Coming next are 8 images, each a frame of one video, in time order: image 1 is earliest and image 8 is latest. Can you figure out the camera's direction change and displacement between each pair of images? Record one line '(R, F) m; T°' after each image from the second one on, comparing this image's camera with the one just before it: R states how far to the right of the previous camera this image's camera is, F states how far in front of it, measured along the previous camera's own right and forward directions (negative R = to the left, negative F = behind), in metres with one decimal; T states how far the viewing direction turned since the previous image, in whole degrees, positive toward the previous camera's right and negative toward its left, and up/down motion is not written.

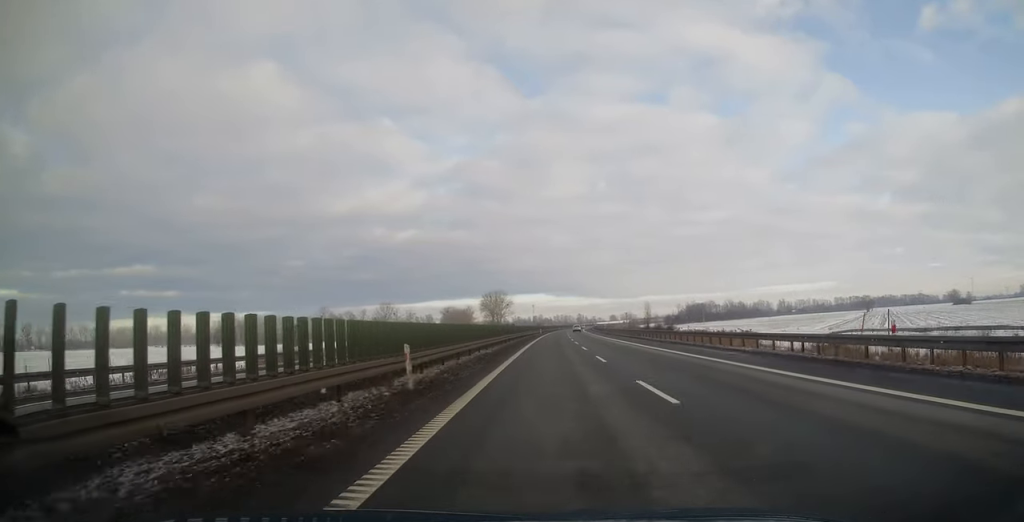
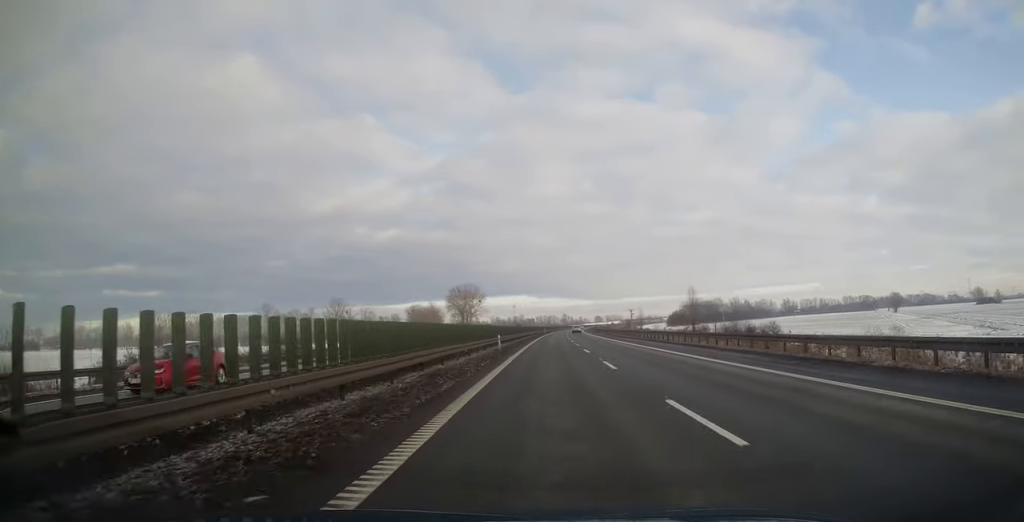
(+1.4, +75.8) m; +2°
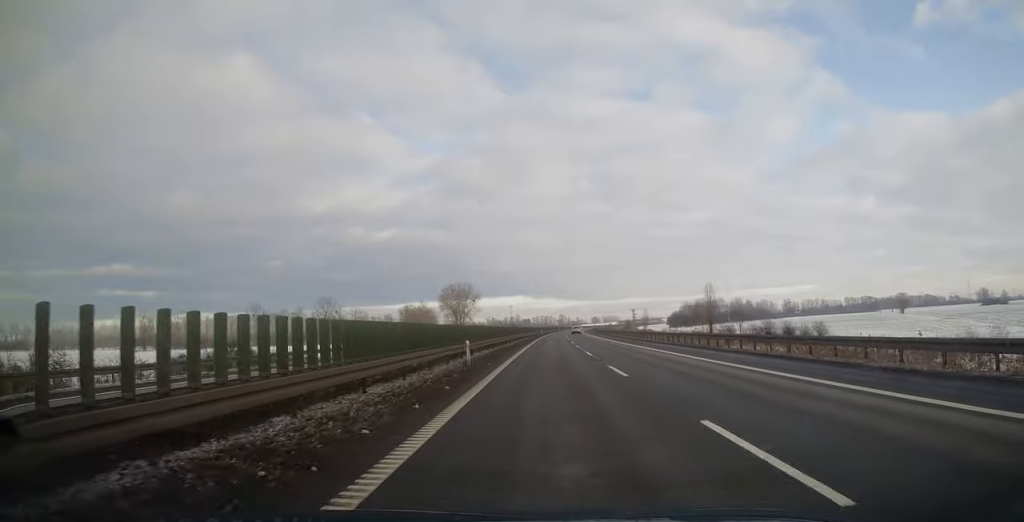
(0.0, +14.5) m; 0°
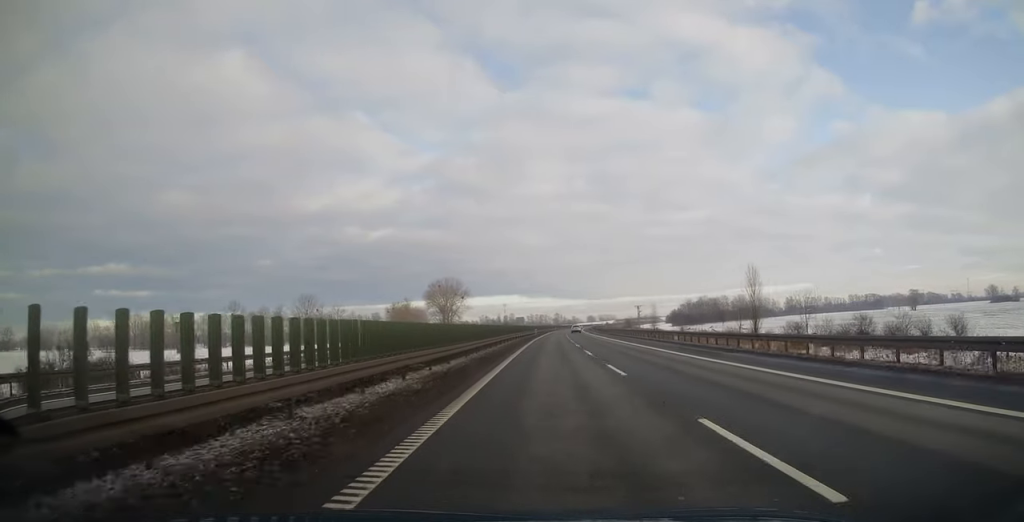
(0.0, +24.2) m; 0°
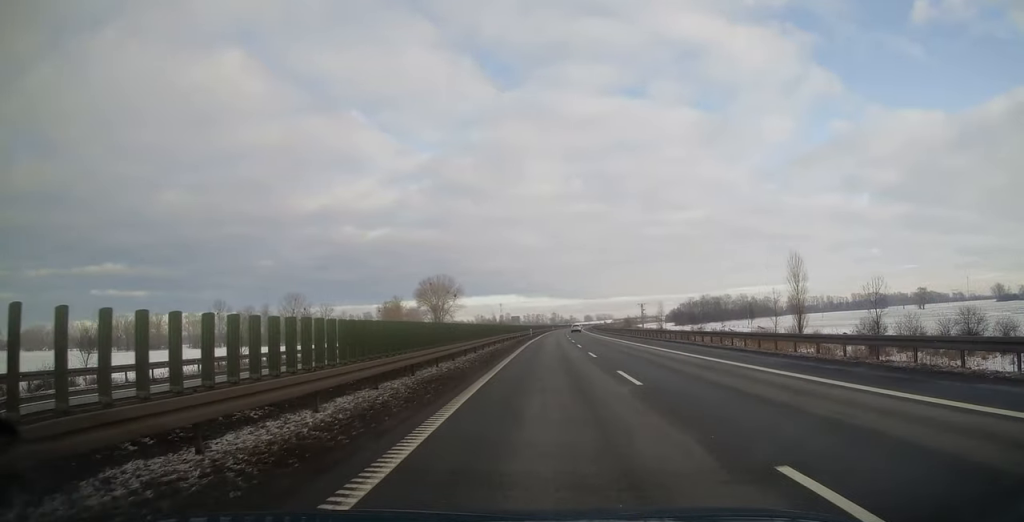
(0.0, +15.2) m; 0°
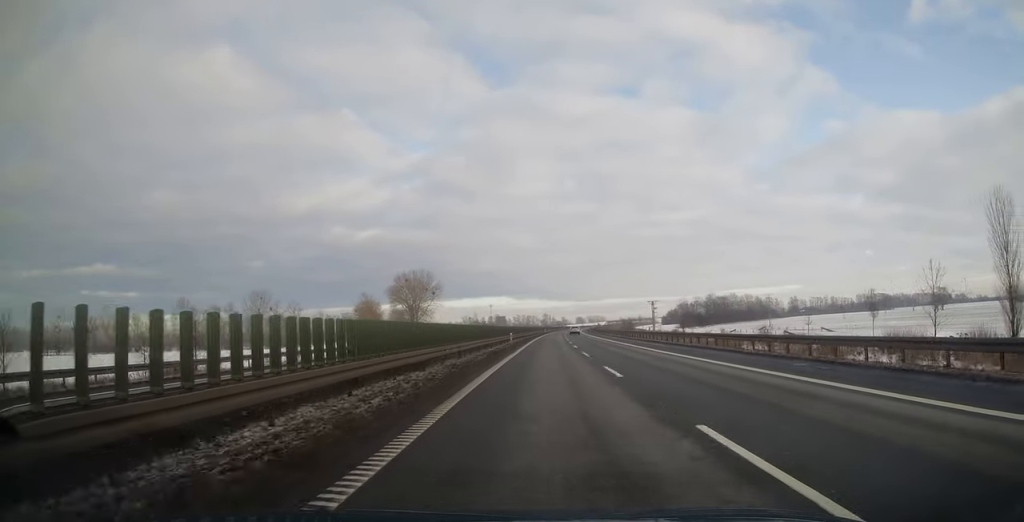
(+0.3, +34.3) m; +1°
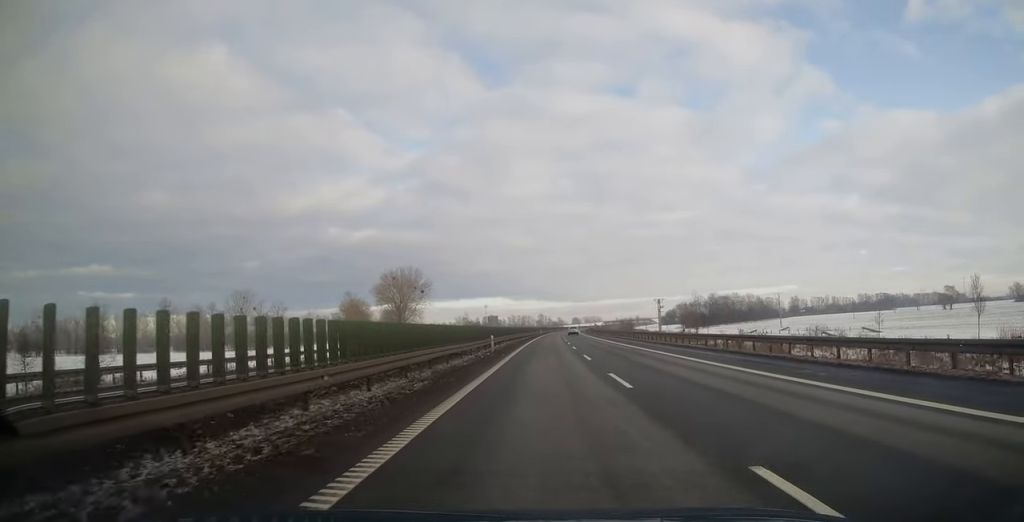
(0.0, +14.8) m; +1°
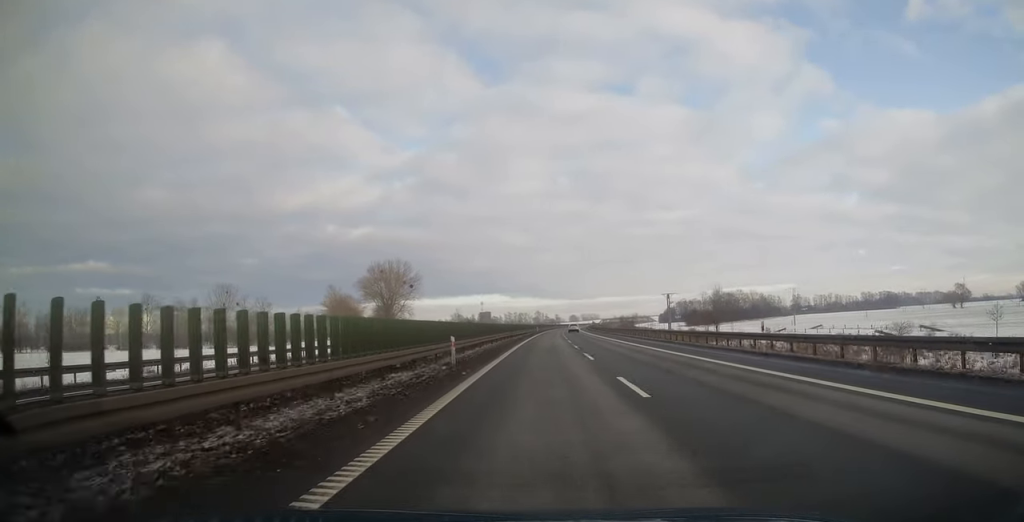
(+0.2, +15.0) m; 0°
